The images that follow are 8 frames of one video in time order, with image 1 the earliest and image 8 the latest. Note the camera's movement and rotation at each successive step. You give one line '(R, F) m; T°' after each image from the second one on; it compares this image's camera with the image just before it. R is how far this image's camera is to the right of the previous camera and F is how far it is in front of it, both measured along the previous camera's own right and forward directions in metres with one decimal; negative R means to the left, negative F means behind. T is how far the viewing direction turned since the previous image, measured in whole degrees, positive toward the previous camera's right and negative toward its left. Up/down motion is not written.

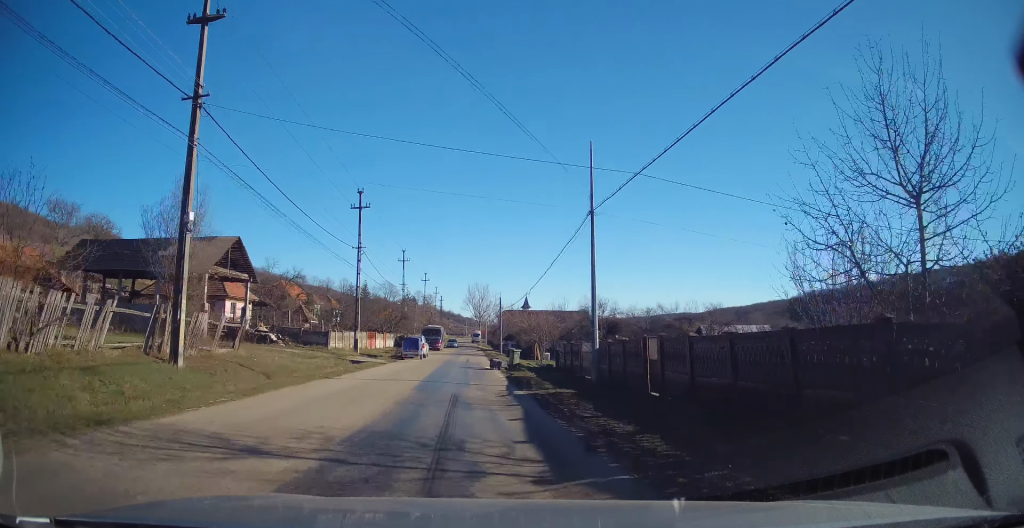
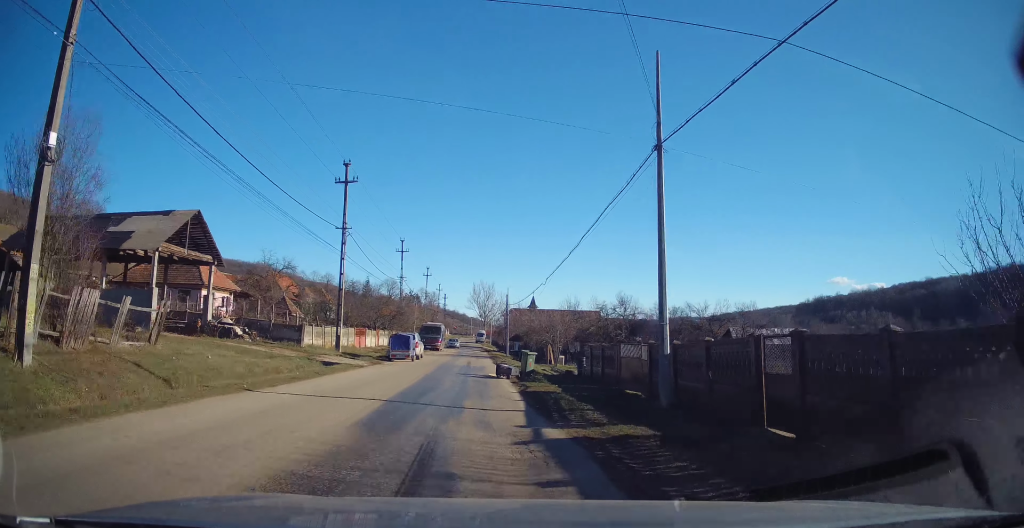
(-0.2, +6.8) m; +1°
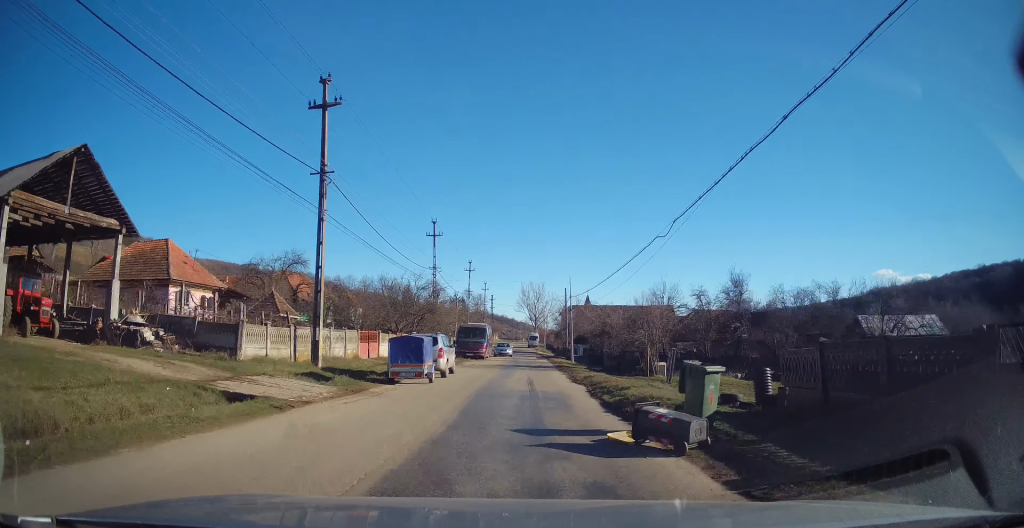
(-0.3, +14.2) m; -3°
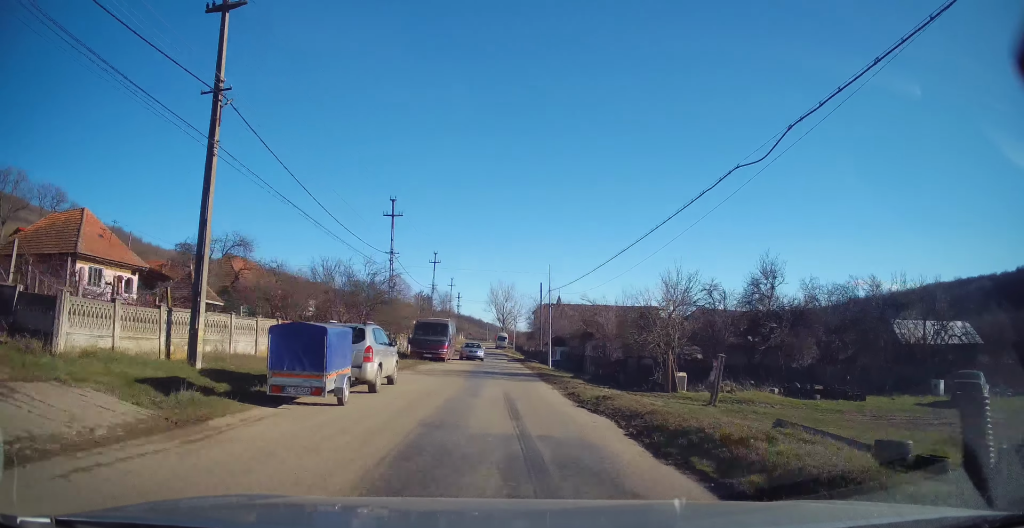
(-0.1, +6.6) m; +2°
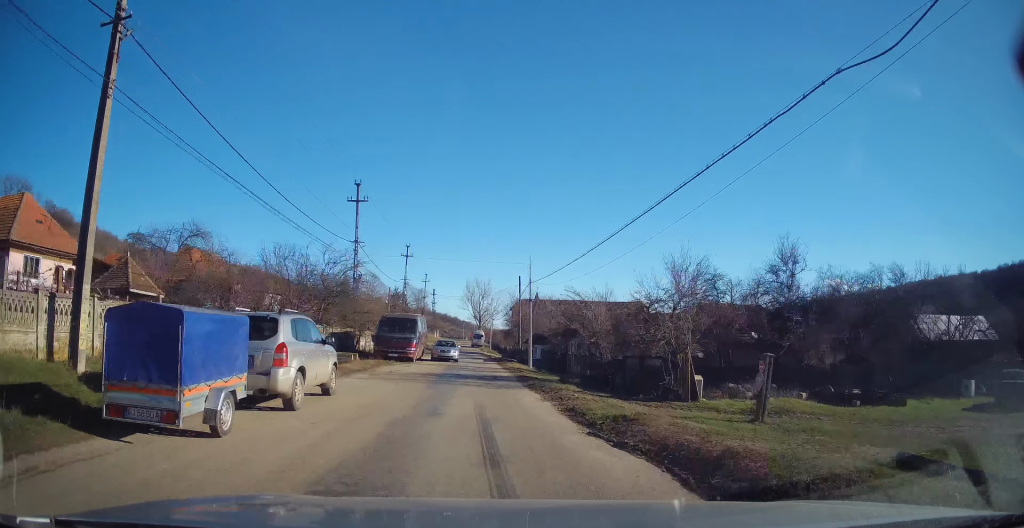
(+0.4, +3.6) m; +2°
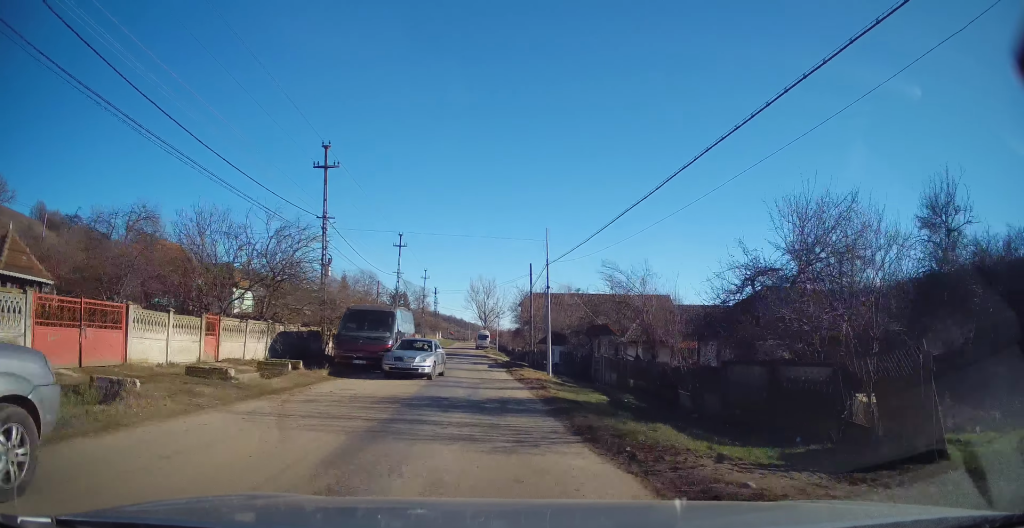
(-0.4, +9.3) m; -2°
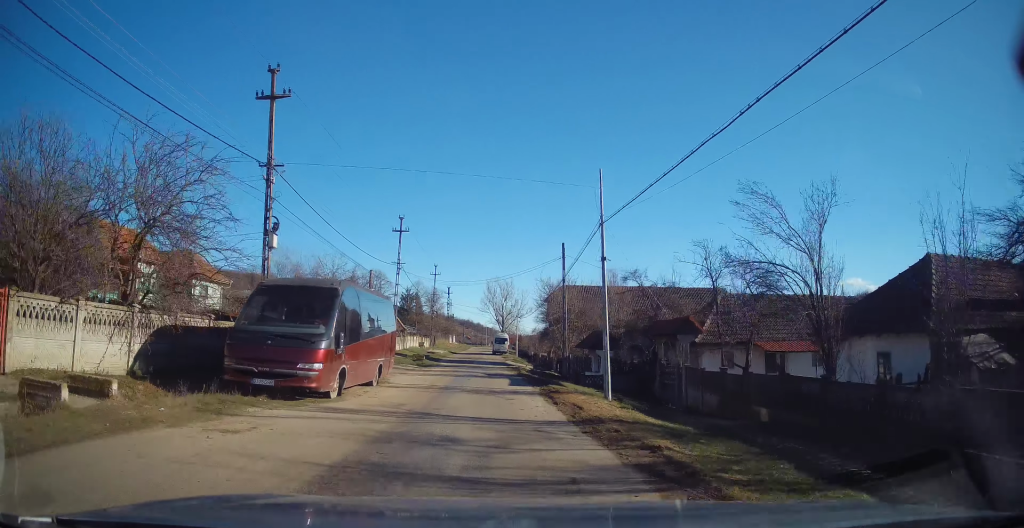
(+0.4, +10.9) m; +2°
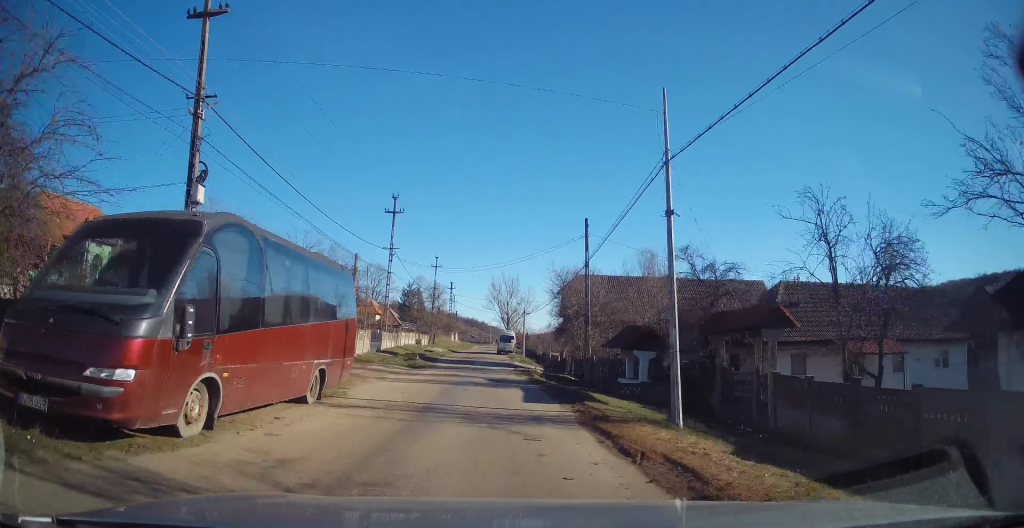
(+0.1, +6.2) m; -1°
